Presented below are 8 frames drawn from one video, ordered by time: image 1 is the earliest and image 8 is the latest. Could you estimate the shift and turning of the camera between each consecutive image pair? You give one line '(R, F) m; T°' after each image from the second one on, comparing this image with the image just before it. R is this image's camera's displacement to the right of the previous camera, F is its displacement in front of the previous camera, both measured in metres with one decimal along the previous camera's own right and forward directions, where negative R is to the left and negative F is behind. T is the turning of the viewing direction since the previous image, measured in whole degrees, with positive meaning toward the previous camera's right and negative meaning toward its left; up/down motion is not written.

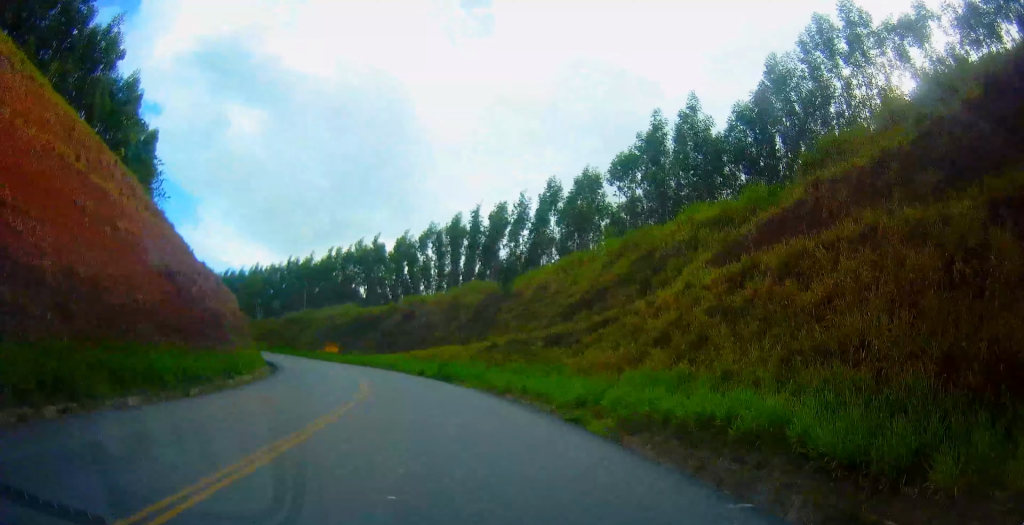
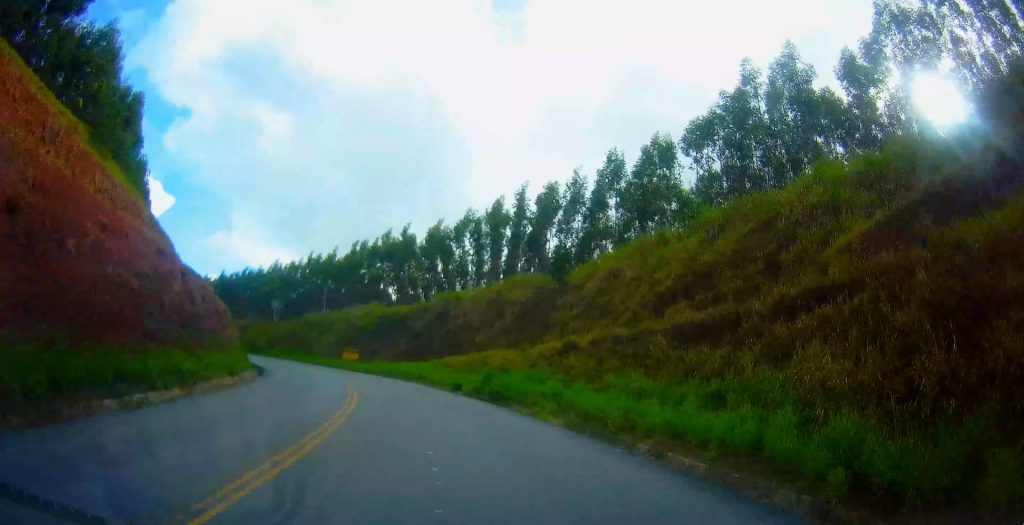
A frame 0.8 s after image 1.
(-0.5, +15.2) m; -2°
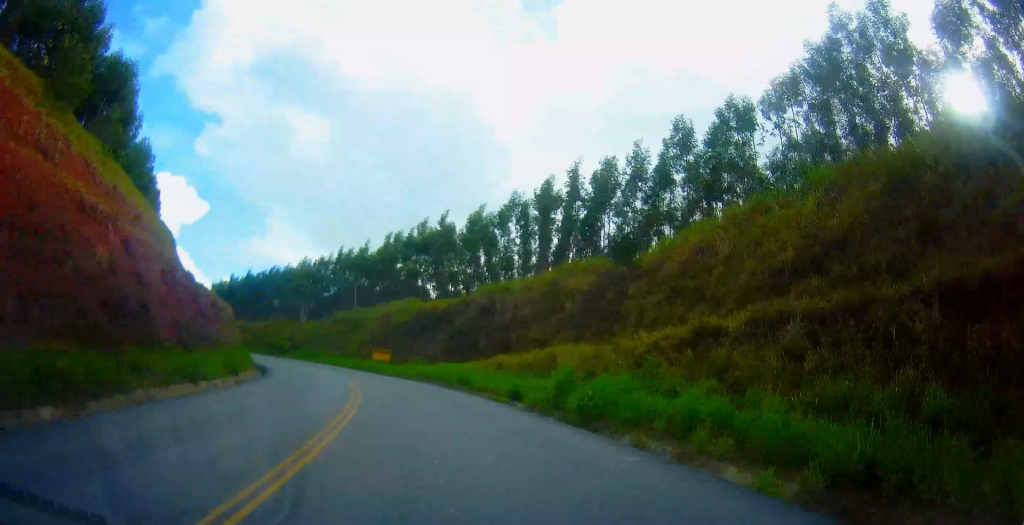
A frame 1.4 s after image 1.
(-0.1, +11.2) m; -1°
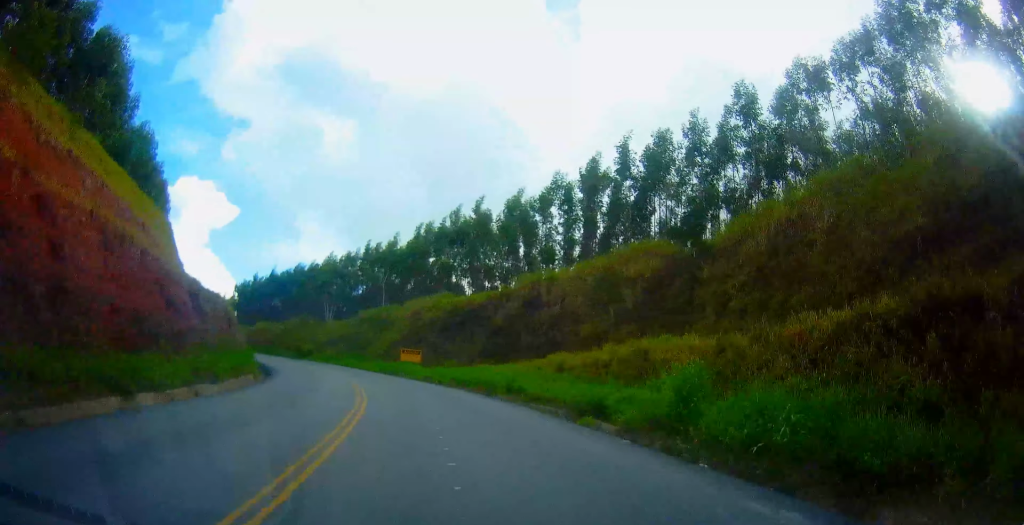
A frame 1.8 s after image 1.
(0.0, +8.6) m; -1°
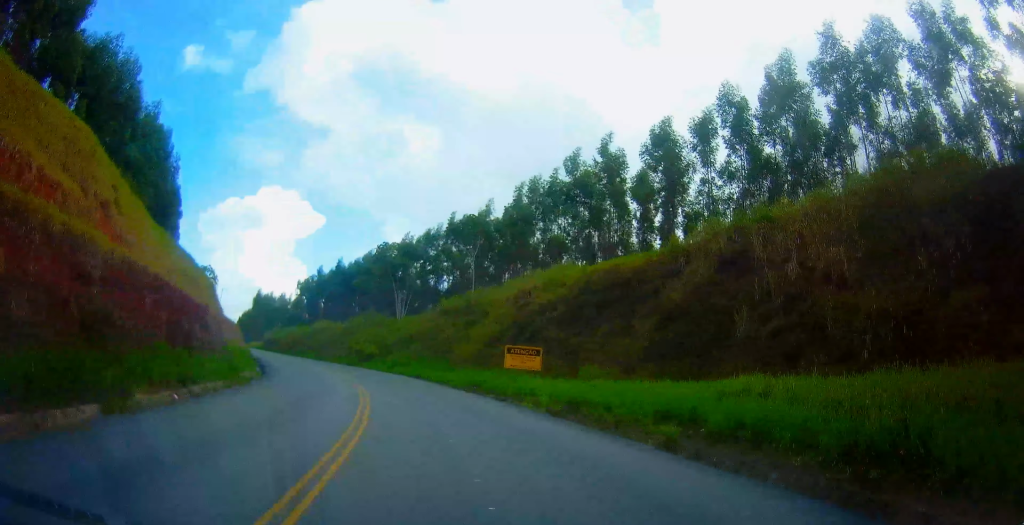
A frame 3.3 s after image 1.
(-1.1, +27.6) m; -8°
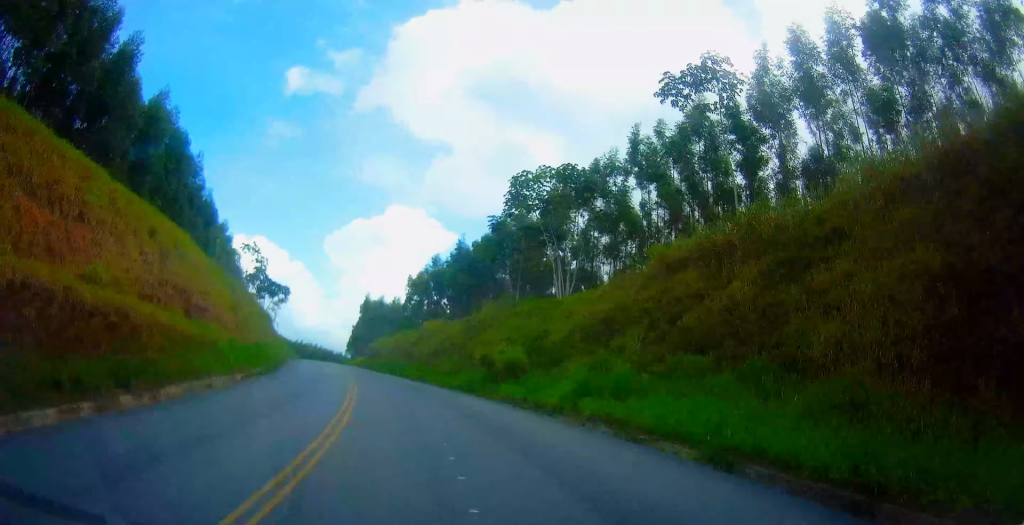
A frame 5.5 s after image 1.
(-5.7, +37.6) m; -17°
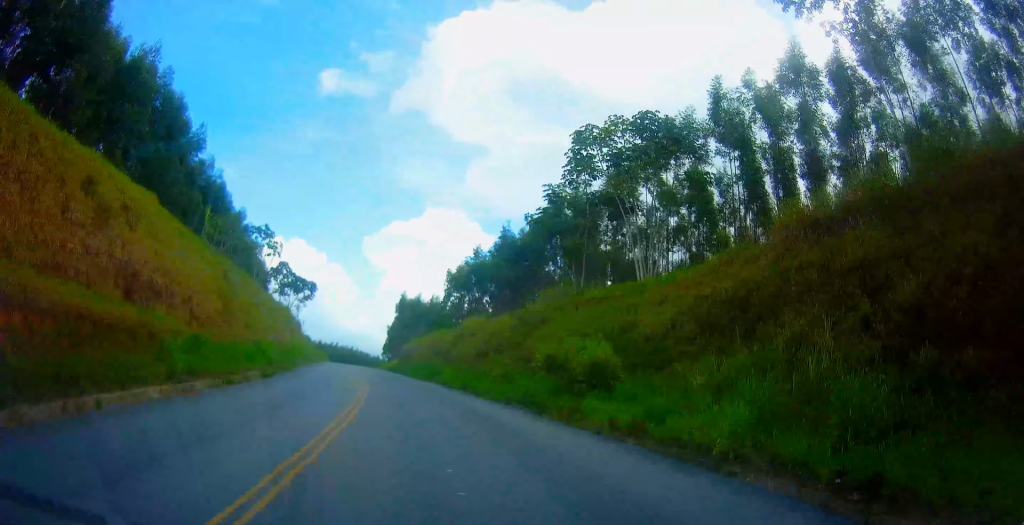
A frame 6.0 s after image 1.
(-0.5, +10.5) m; -4°
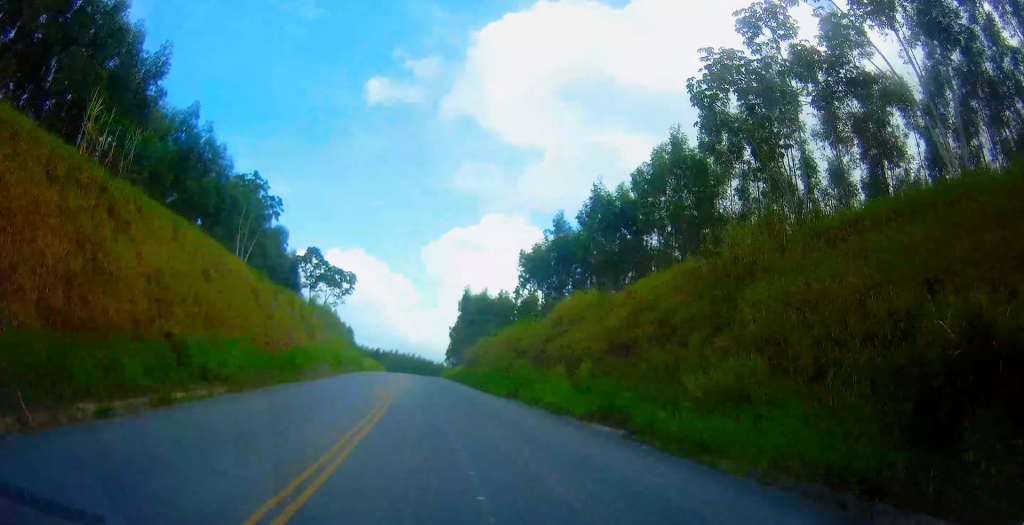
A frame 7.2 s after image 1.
(-1.4, +21.8) m; -7°
